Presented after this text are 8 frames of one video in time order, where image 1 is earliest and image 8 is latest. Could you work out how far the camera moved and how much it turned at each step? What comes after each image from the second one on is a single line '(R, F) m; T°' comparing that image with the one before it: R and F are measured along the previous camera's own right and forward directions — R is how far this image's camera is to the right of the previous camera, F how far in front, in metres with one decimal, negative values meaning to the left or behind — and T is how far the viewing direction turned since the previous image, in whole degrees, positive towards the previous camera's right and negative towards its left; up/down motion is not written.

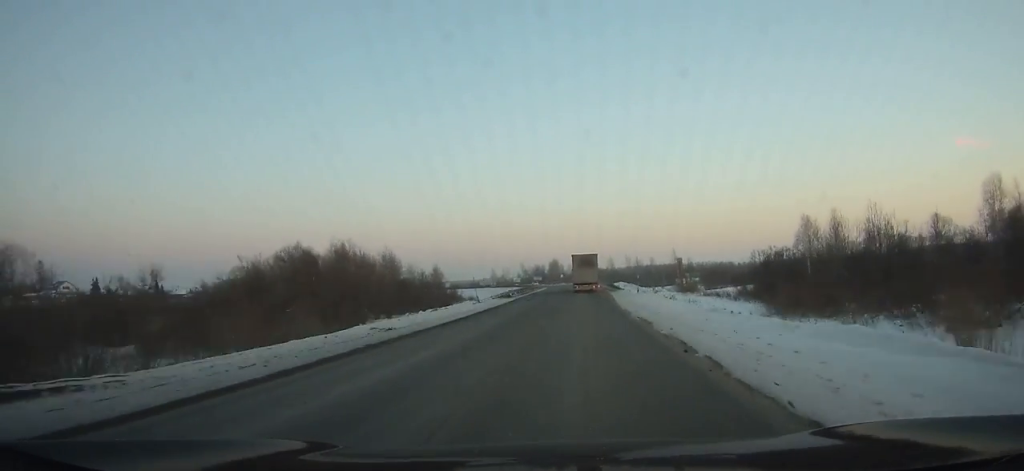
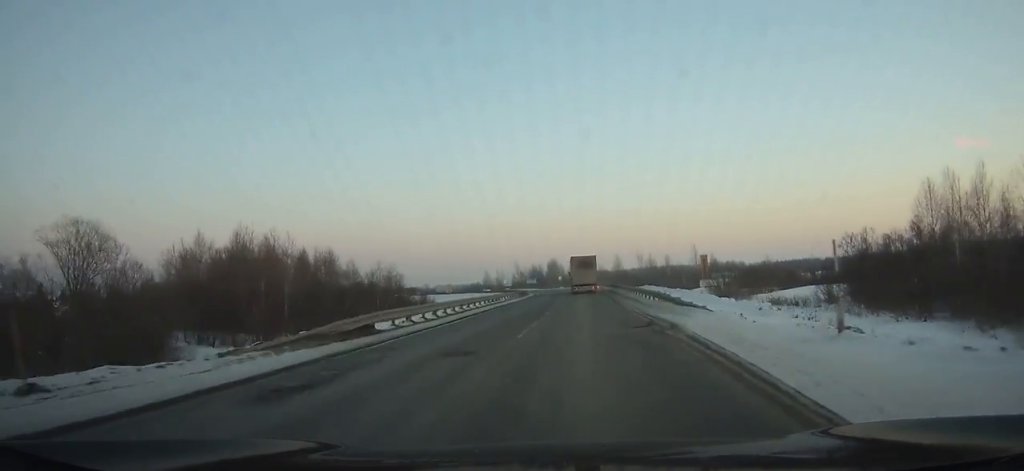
(-0.1, +36.7) m; 0°
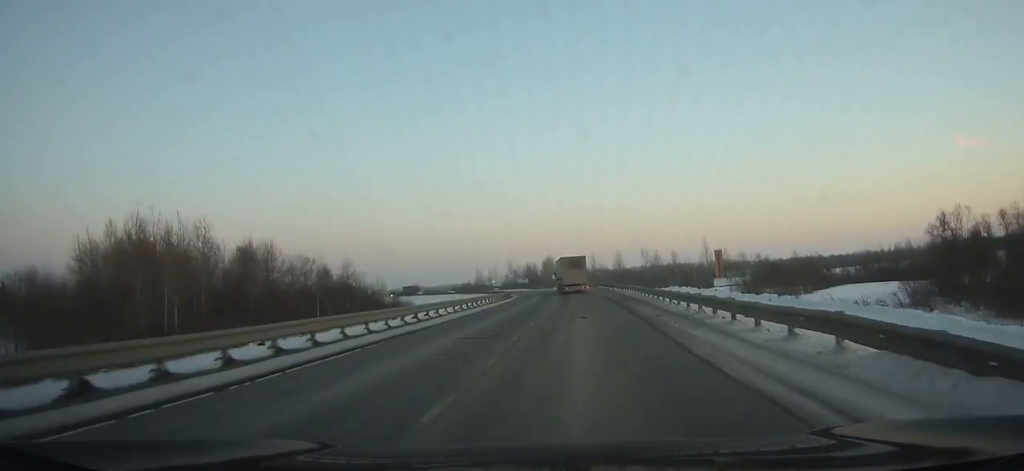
(+0.1, +20.5) m; 0°
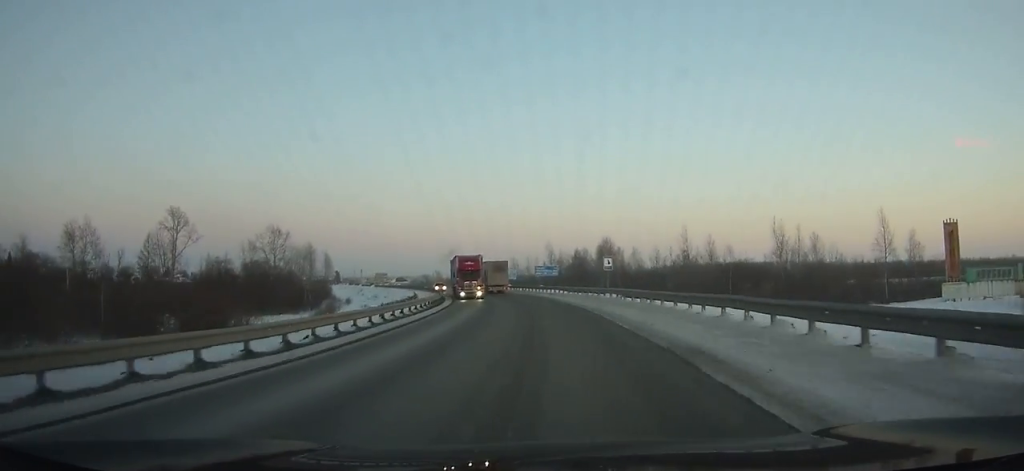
(-3.2, +82.7) m; -8°
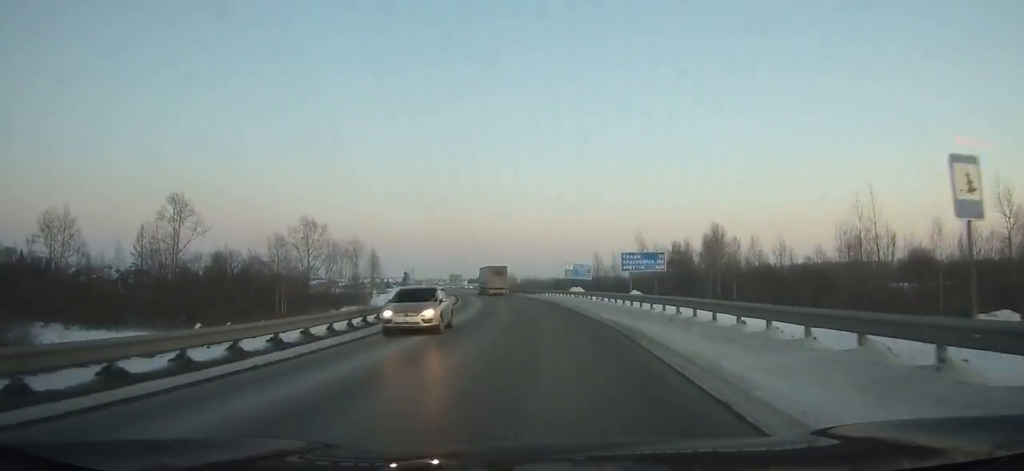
(-2.6, +41.2) m; -8°
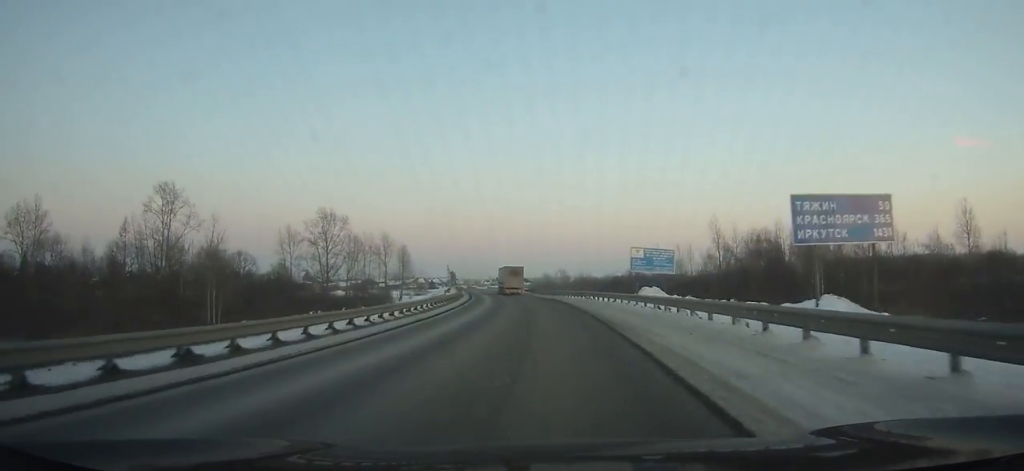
(-1.5, +25.8) m; -4°
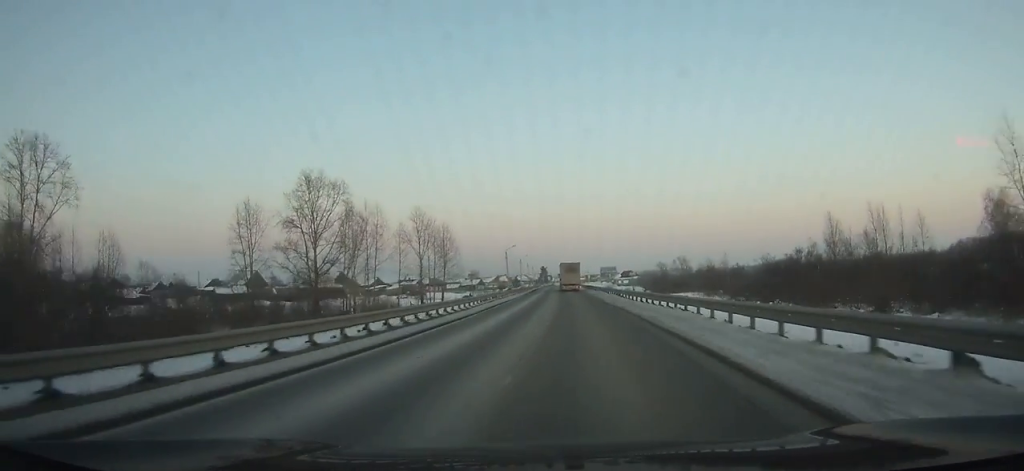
(-5.0, +61.3) m; -7°
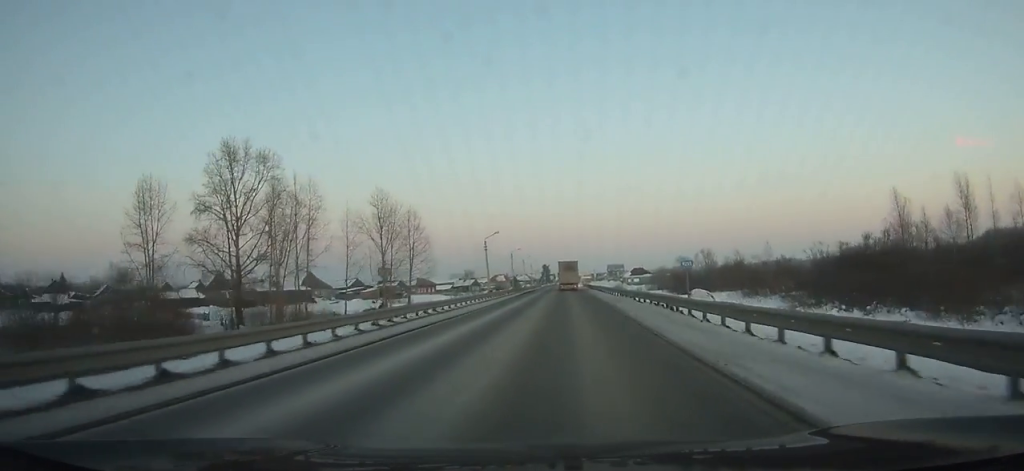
(-0.4, +24.9) m; -2°
